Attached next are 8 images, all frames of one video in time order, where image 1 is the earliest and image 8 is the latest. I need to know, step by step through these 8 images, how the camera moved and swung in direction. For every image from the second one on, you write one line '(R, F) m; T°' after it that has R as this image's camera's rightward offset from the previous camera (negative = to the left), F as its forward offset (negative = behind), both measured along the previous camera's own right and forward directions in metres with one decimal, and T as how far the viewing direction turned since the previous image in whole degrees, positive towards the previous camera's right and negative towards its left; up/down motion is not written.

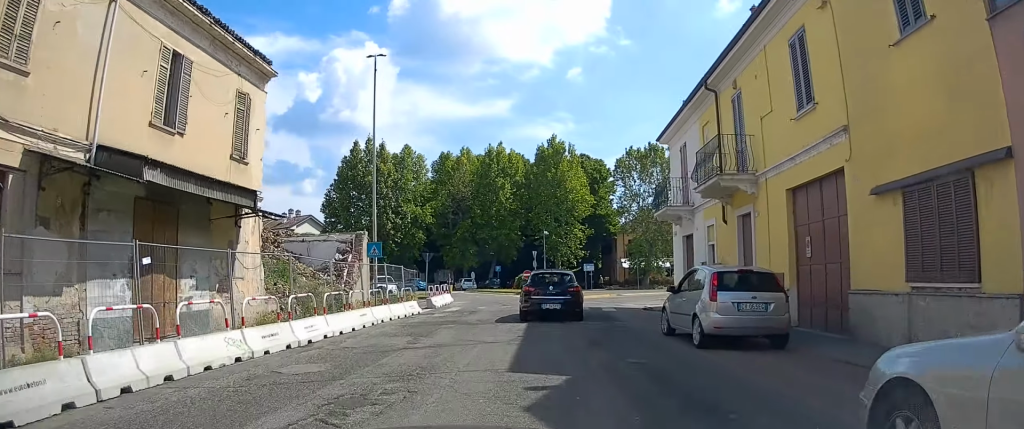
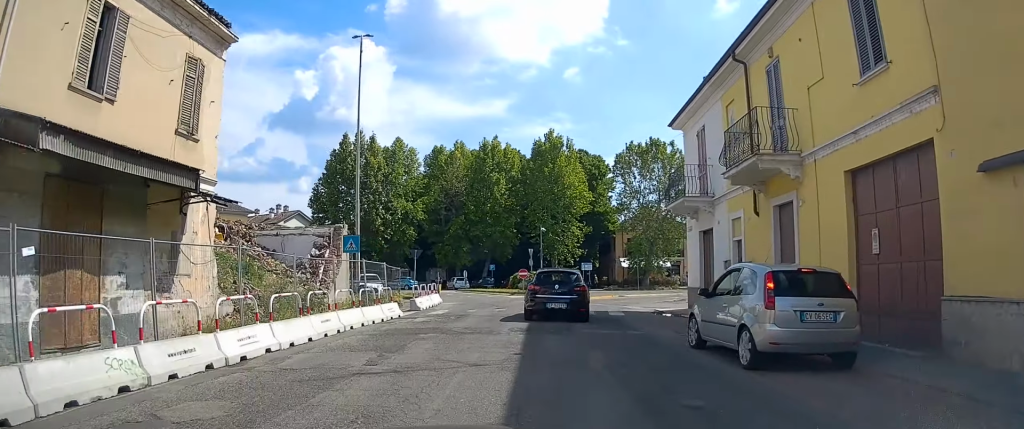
(0.0, +3.1) m; +1°
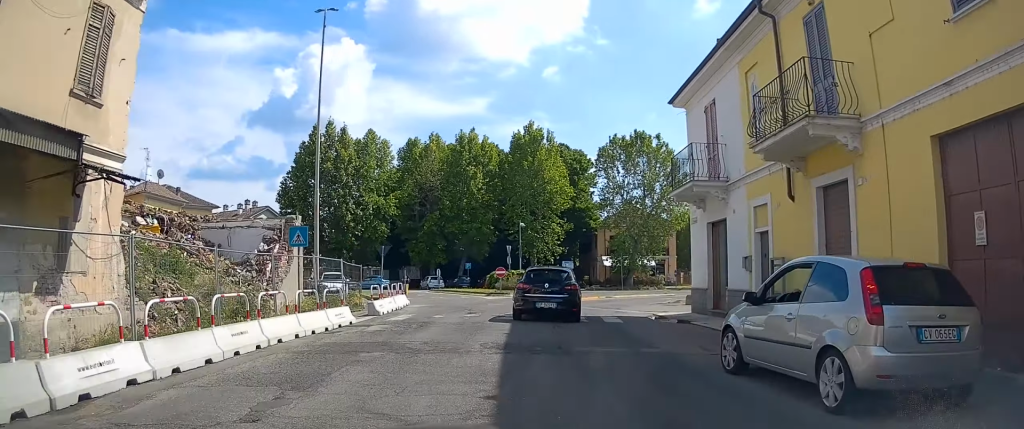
(-0.1, +3.6) m; +1°
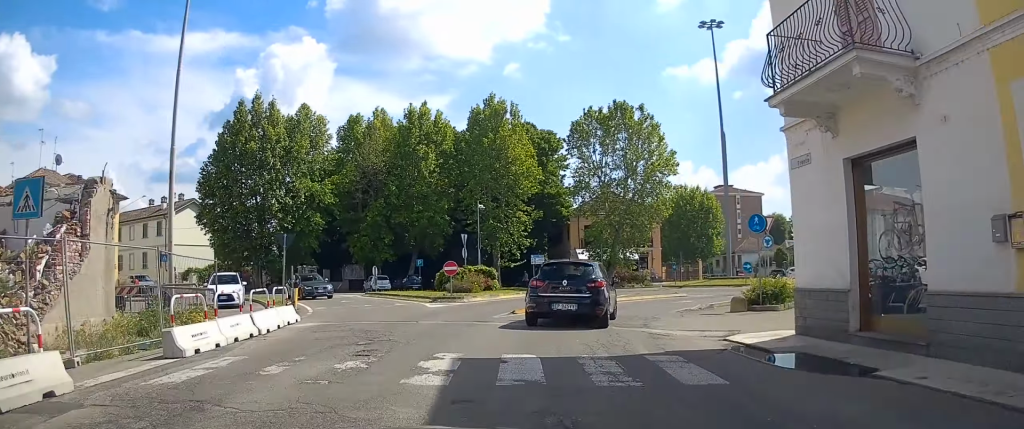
(+0.4, +10.5) m; +3°
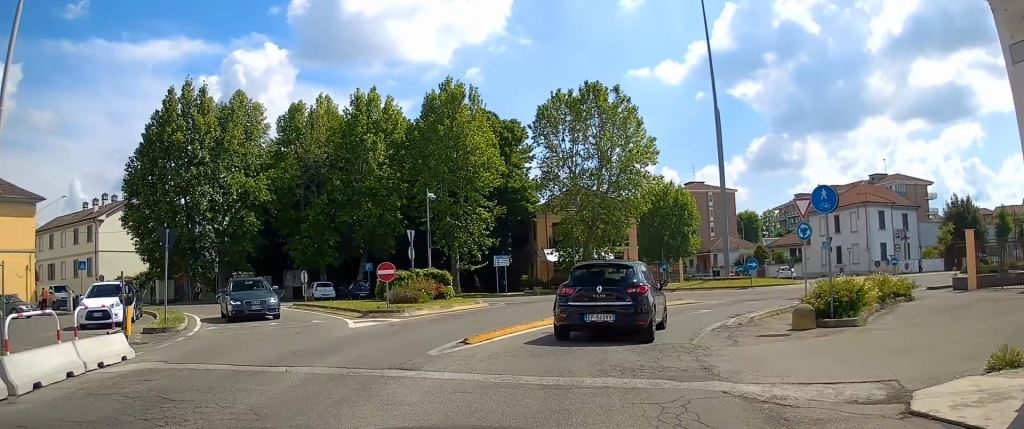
(0.0, +6.8) m; +2°
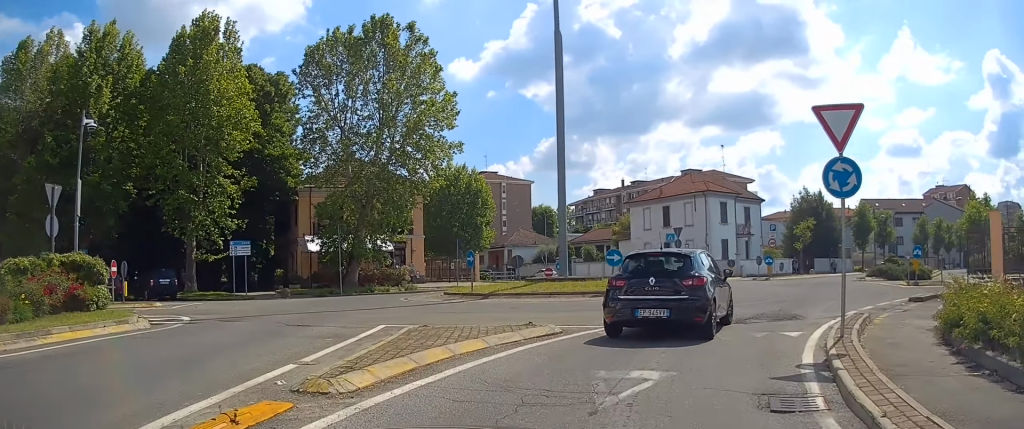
(+1.8, +13.5) m; +20°
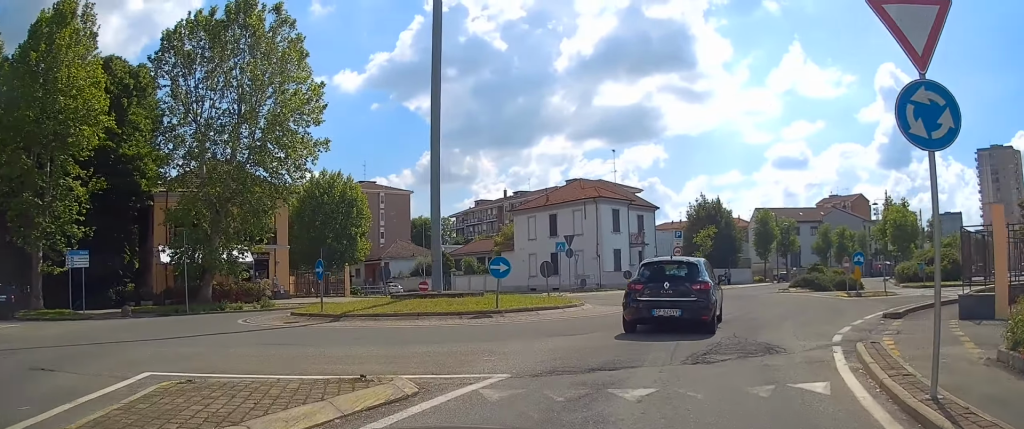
(+0.5, +4.8) m; +12°
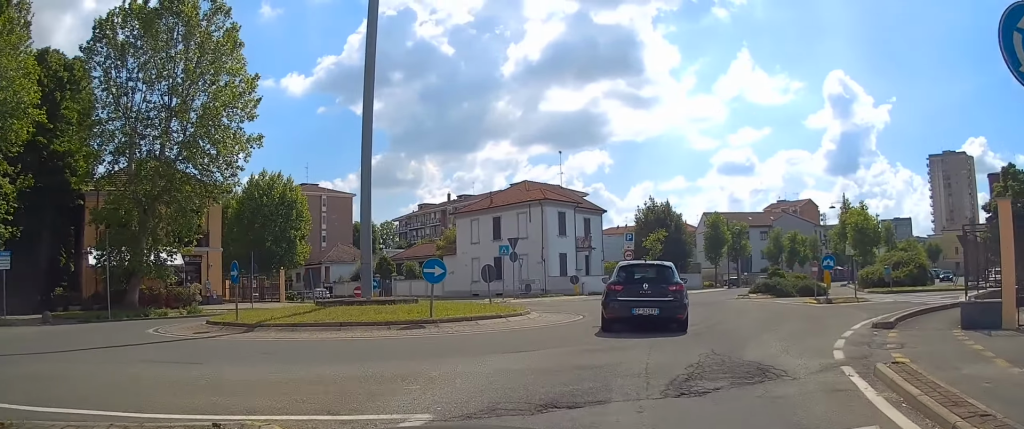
(+0.1, +2.1) m; +5°
